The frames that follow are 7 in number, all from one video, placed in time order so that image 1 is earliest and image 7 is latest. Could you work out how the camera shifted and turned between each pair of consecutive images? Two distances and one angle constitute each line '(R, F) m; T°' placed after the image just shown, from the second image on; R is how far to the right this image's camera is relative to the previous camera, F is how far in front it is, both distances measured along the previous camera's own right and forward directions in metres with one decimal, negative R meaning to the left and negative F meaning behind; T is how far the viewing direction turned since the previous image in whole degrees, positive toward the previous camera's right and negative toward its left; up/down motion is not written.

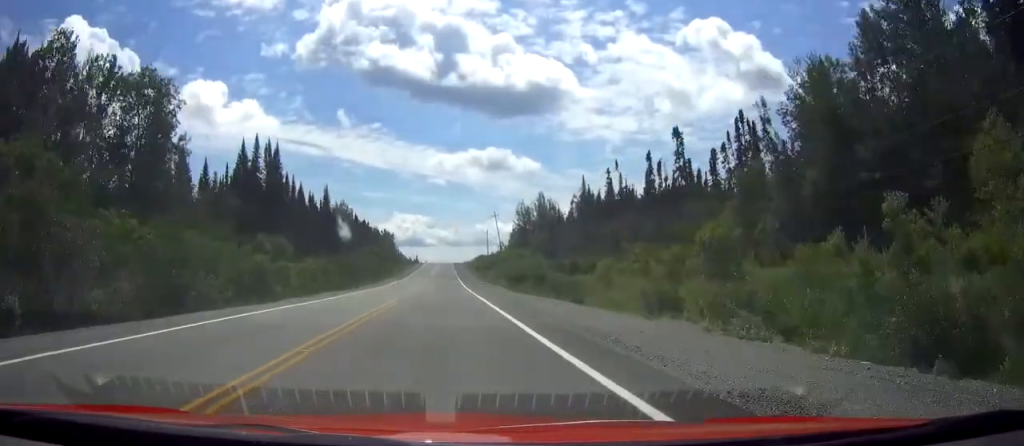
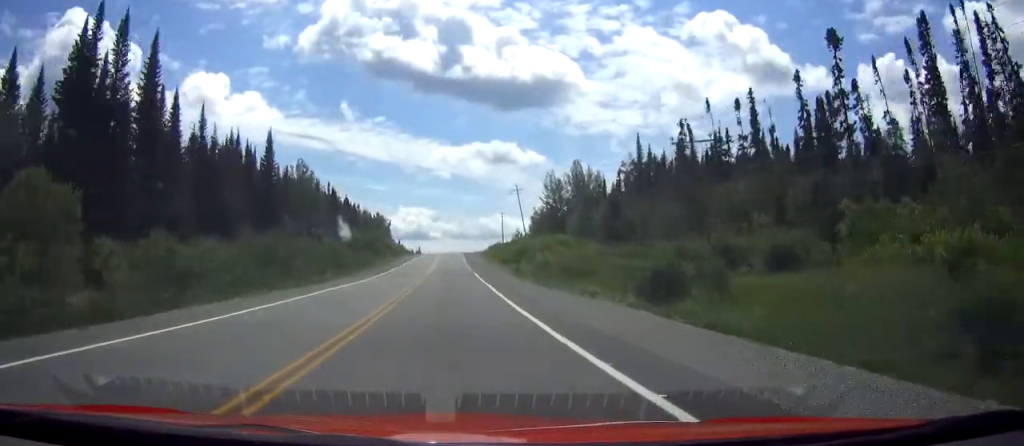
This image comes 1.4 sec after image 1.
(0.0, +42.8) m; 0°
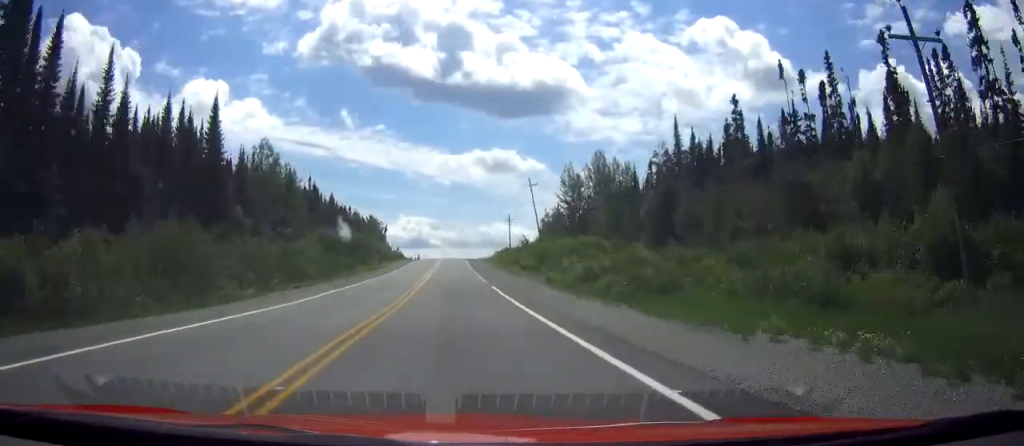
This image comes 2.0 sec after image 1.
(-0.1, +19.8) m; 0°
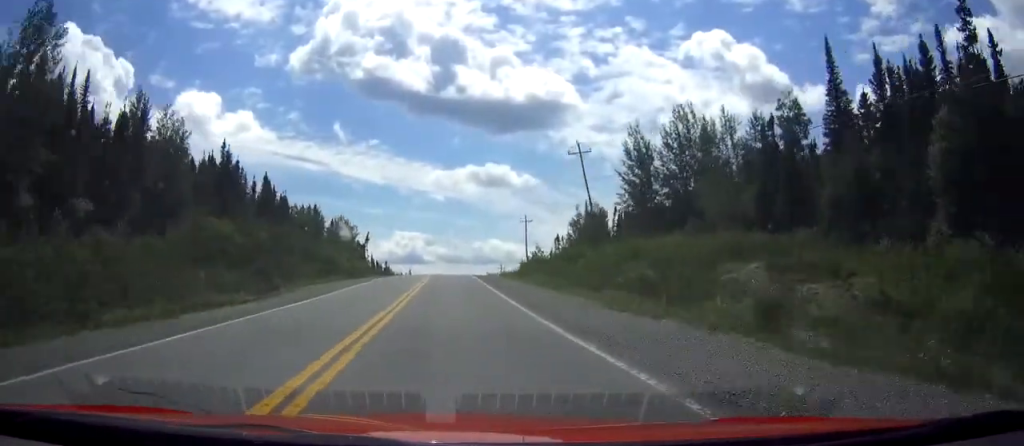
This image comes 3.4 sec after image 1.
(0.0, +44.6) m; 0°
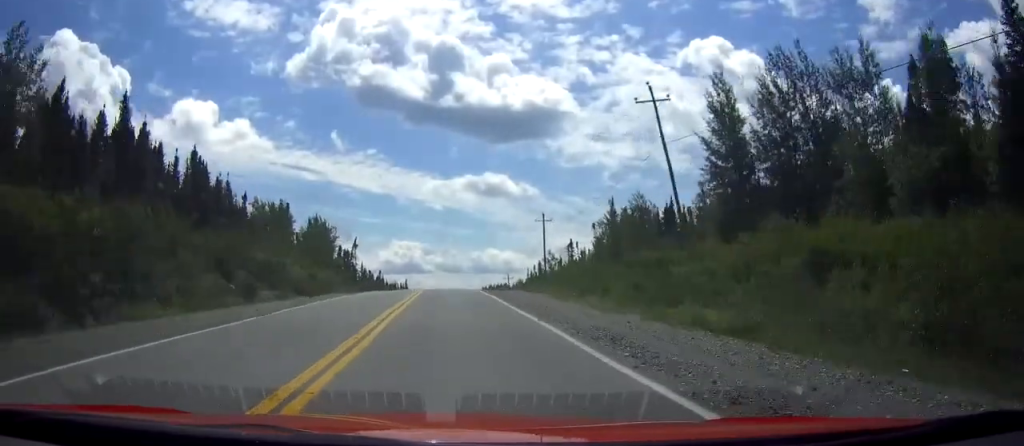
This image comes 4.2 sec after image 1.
(-0.1, +24.8) m; 0°
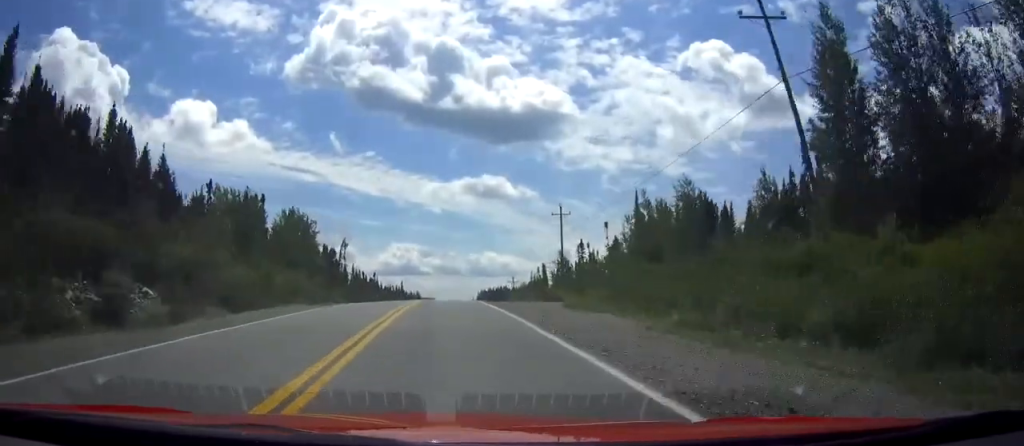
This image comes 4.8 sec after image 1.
(+0.1, +16.5) m; 0°
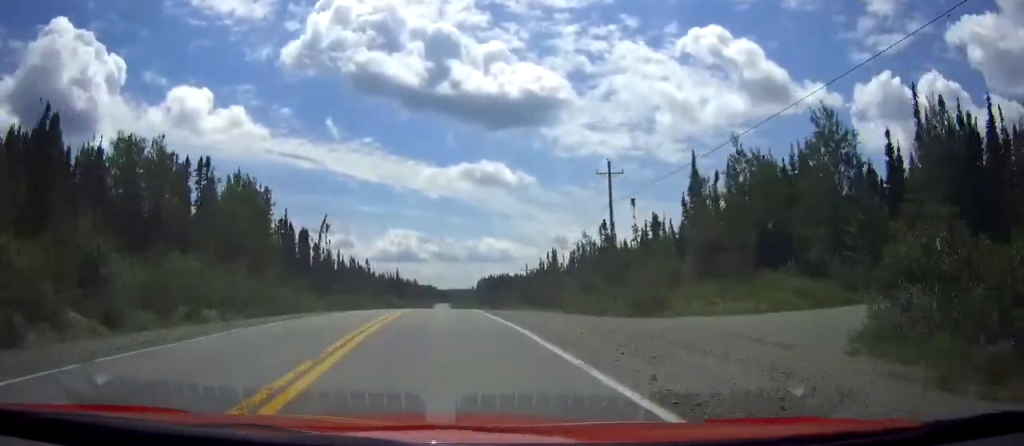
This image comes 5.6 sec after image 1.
(+0.1, +25.8) m; 0°
